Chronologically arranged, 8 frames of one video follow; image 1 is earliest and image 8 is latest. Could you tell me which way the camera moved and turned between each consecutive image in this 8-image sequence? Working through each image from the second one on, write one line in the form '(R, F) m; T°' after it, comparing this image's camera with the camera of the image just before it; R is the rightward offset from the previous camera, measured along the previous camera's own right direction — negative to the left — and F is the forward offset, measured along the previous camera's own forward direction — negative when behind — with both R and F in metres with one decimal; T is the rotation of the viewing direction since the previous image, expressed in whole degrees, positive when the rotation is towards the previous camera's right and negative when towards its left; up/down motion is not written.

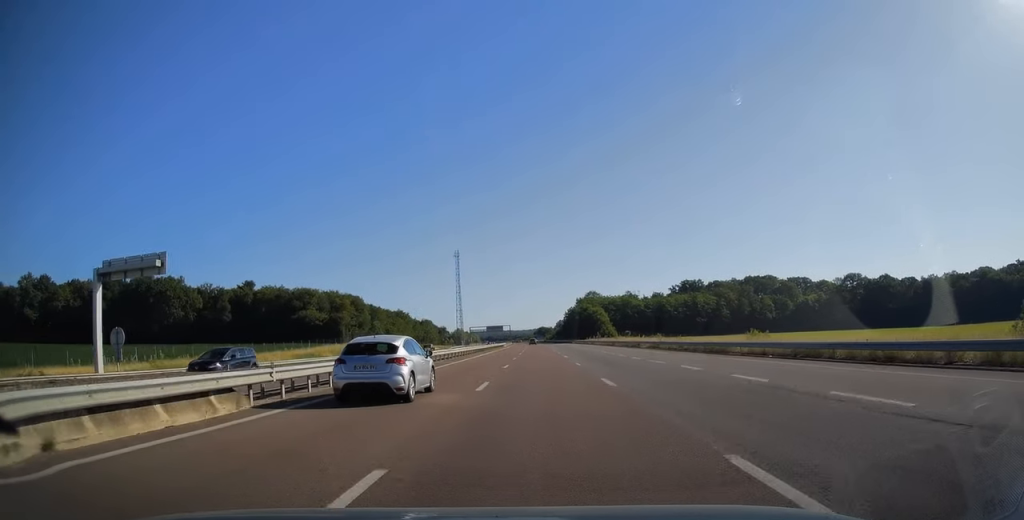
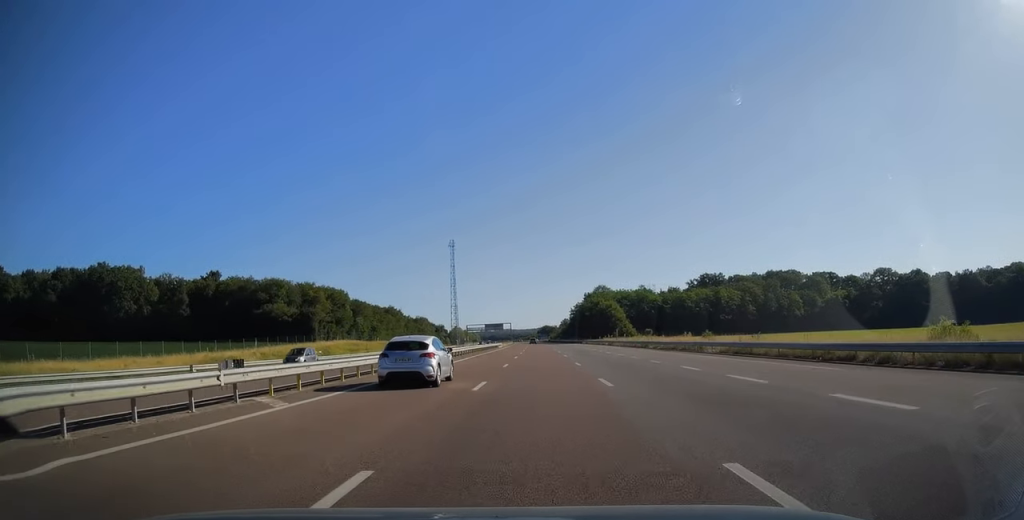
(-0.1, +26.0) m; 0°
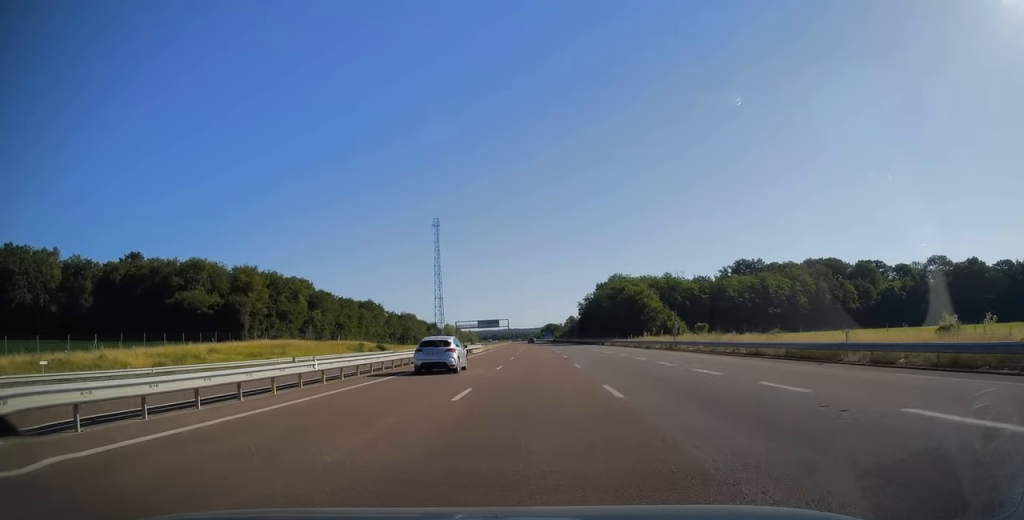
(-0.2, +41.7) m; 0°
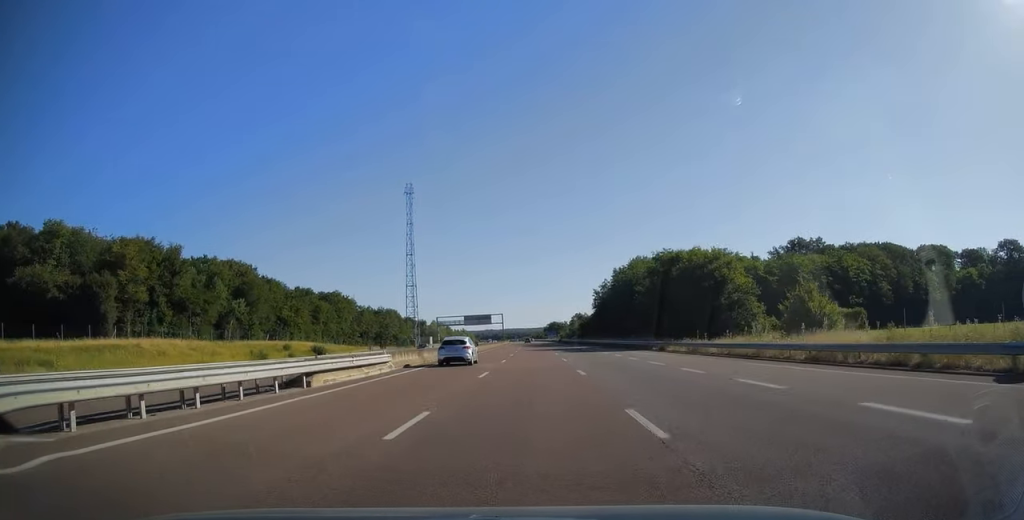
(-0.2, +44.3) m; 0°
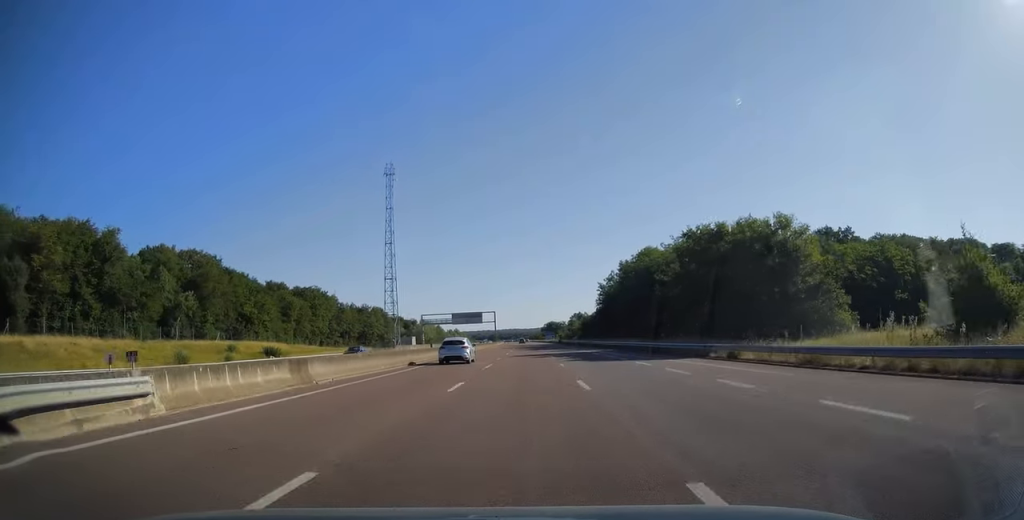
(+0.1, +18.2) m; 0°
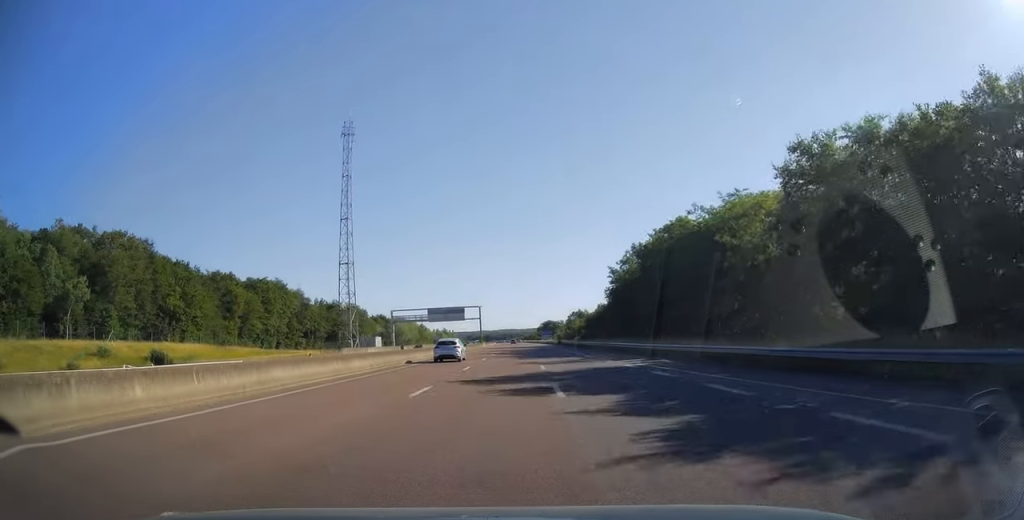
(+0.1, +27.5) m; 0°
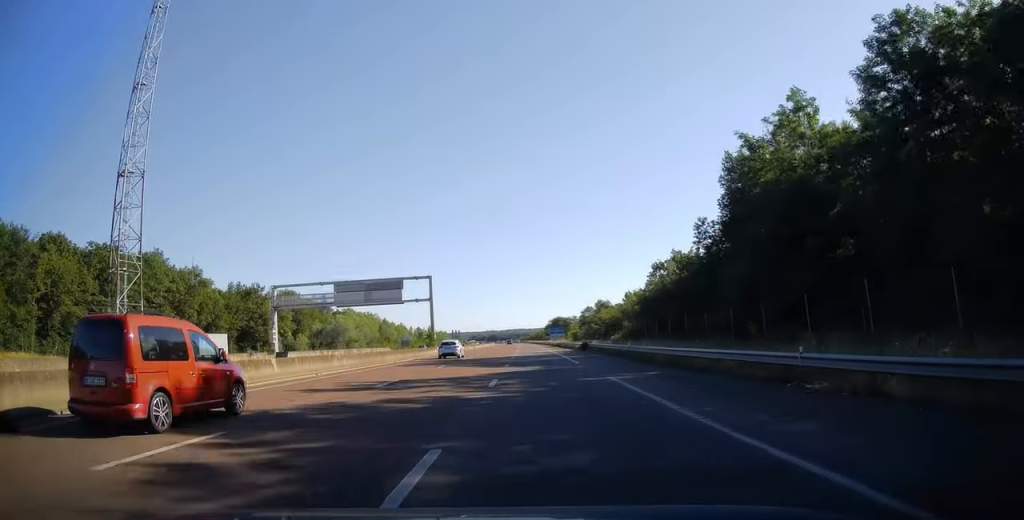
(-0.2, +60.9) m; 0°
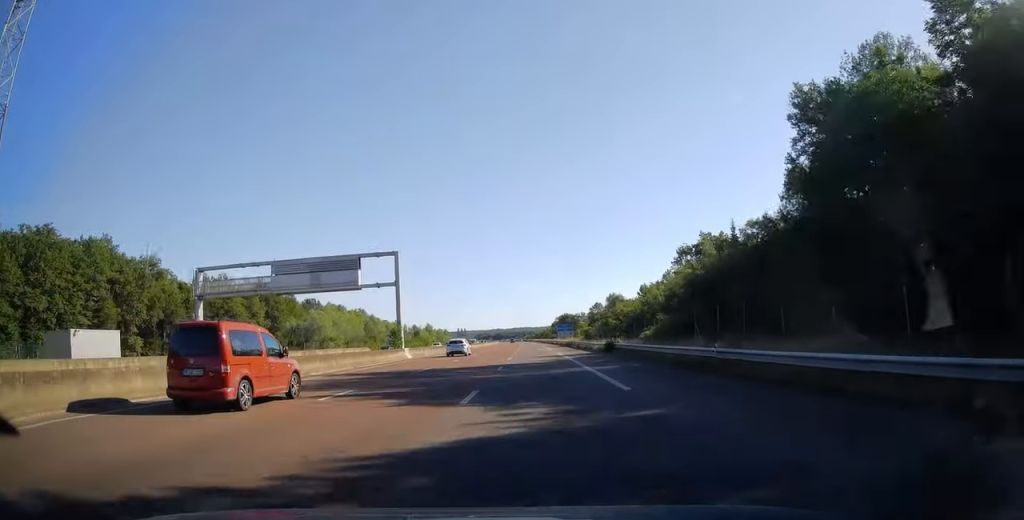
(+0.1, +17.7) m; 0°
